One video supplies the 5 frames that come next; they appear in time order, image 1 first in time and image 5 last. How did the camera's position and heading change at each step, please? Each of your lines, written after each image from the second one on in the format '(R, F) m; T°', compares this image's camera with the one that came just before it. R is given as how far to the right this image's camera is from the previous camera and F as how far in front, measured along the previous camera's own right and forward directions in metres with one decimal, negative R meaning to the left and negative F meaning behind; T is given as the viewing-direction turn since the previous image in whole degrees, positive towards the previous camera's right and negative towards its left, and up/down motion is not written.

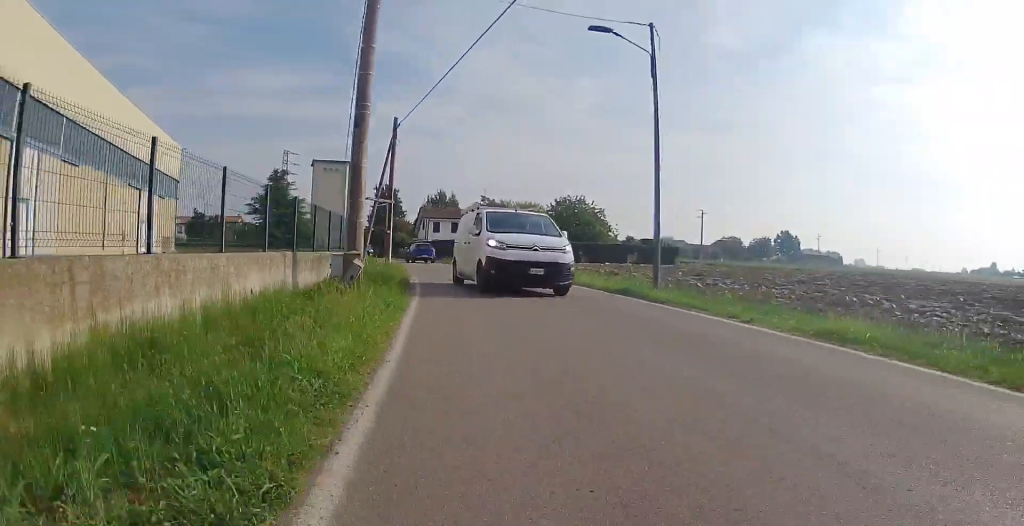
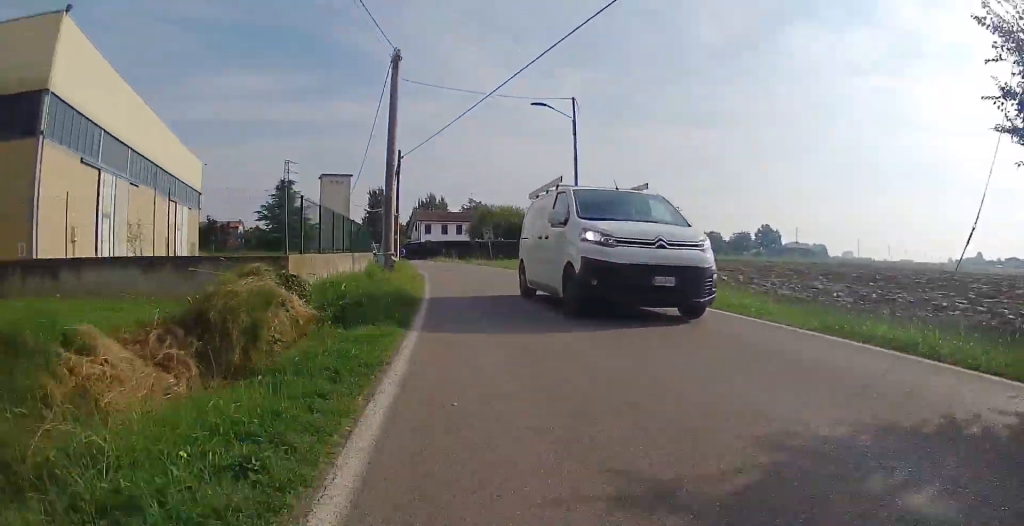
(-0.2, +7.4) m; -2°
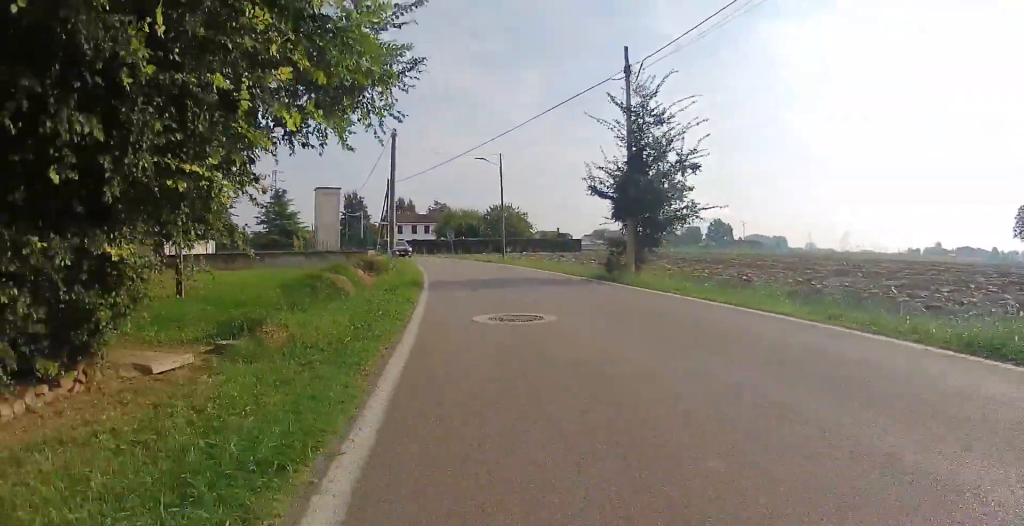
(+0.4, +13.9) m; +7°
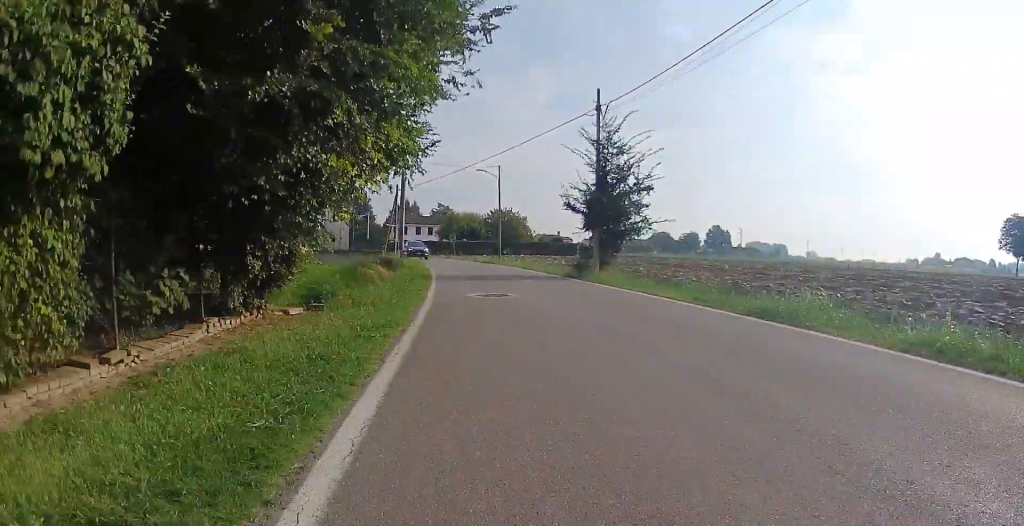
(+0.2, +4.5) m; +1°
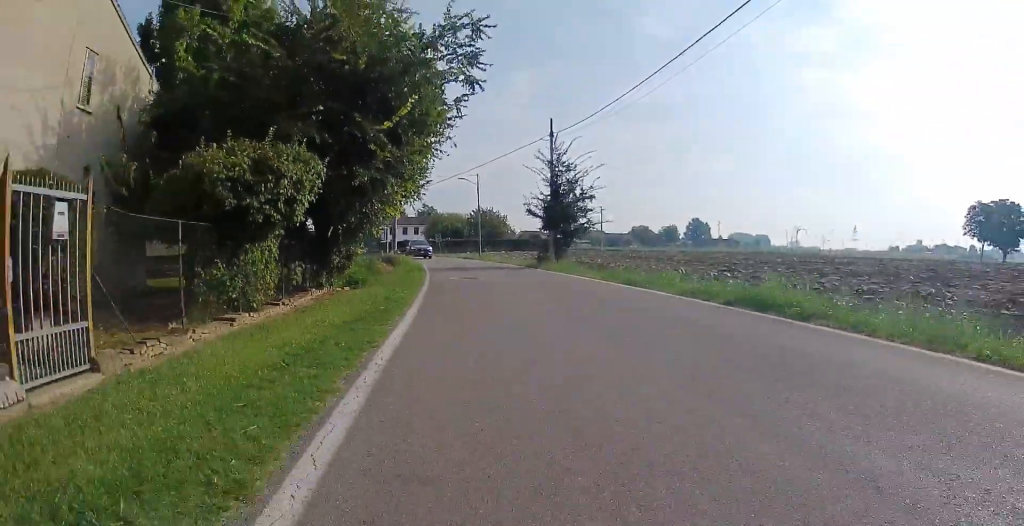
(0.0, +5.7) m; 0°
